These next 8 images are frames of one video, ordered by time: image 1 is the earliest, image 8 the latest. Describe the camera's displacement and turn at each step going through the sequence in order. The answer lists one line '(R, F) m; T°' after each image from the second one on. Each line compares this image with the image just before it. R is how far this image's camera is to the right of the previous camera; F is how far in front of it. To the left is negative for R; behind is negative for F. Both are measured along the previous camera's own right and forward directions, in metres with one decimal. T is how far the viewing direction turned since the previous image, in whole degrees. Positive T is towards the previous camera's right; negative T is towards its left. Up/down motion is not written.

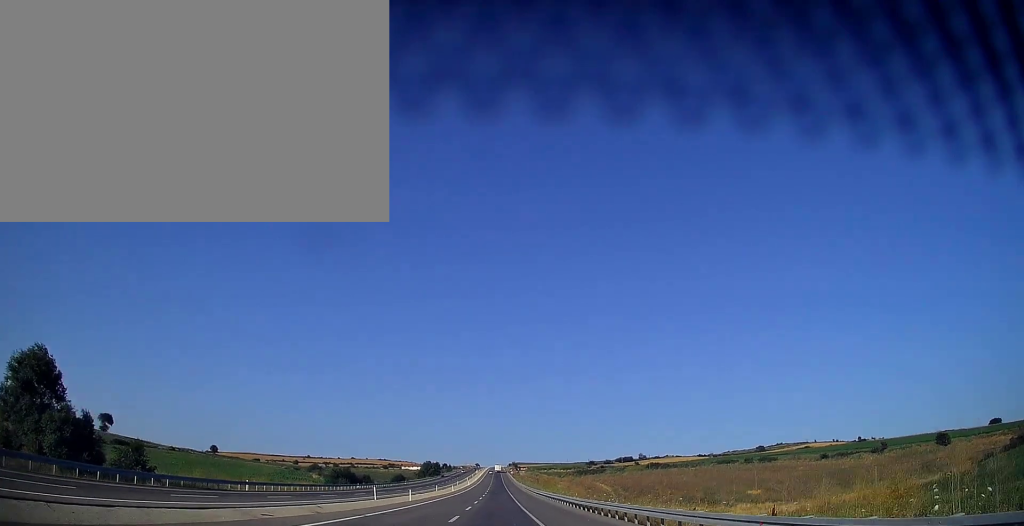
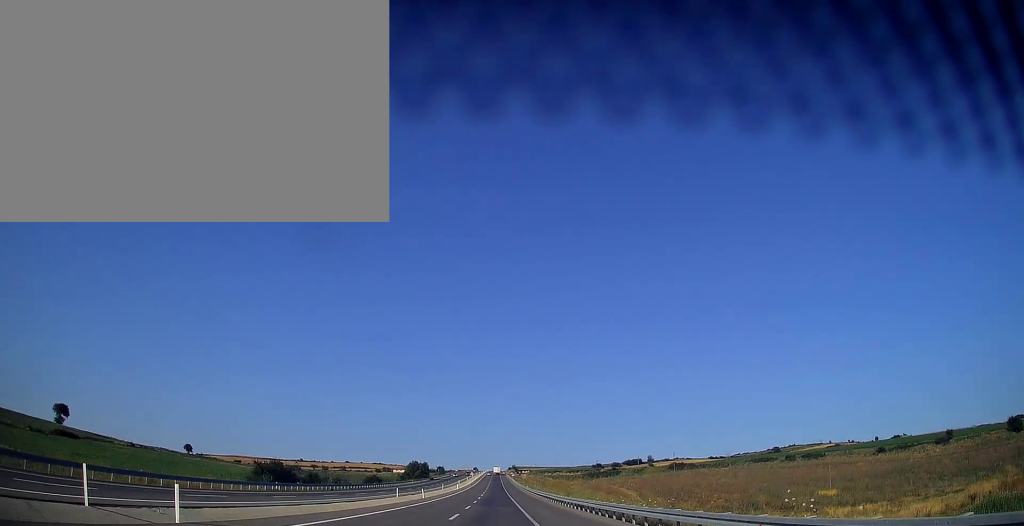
(0.0, +35.2) m; 0°
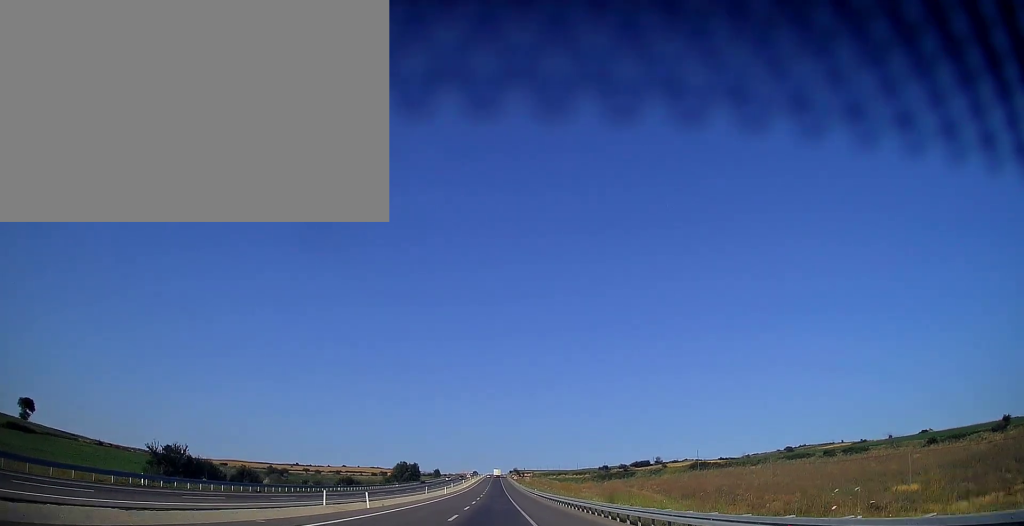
(0.0, +25.3) m; 0°
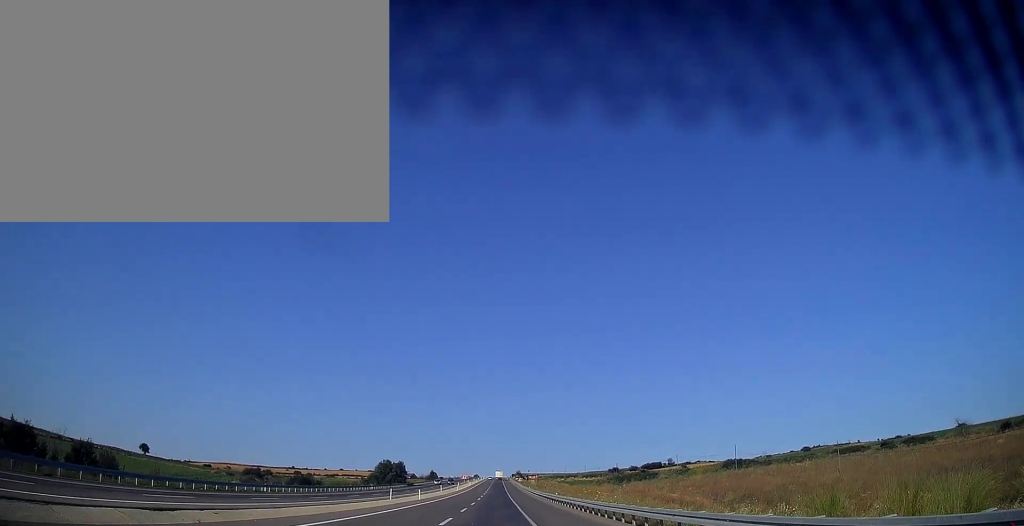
(+0.2, +29.1) m; 0°
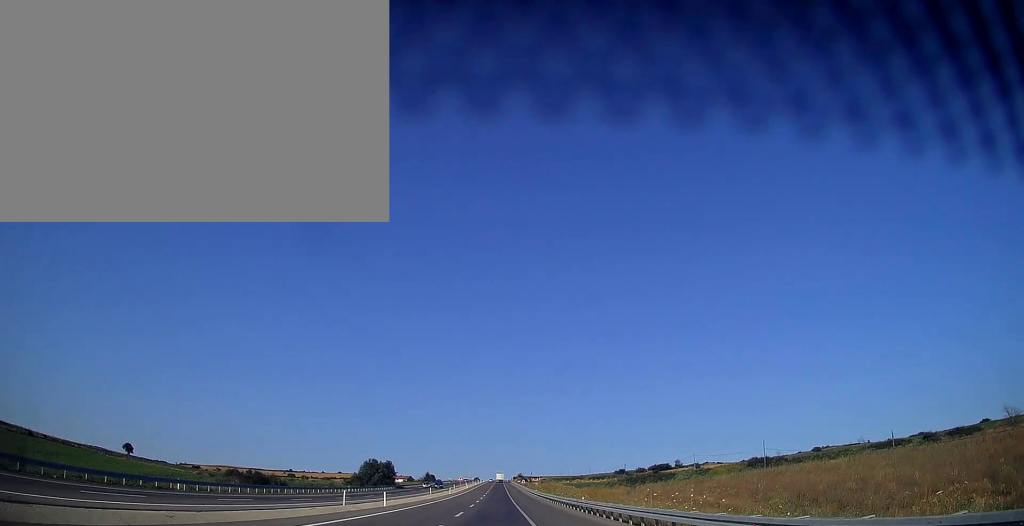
(+0.1, +17.4) m; 0°
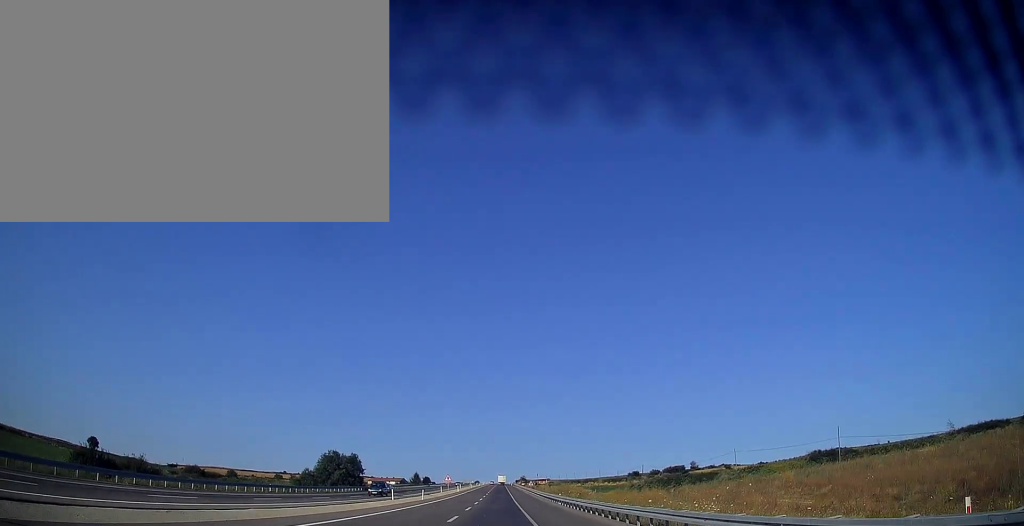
(-0.4, +33.9) m; -1°
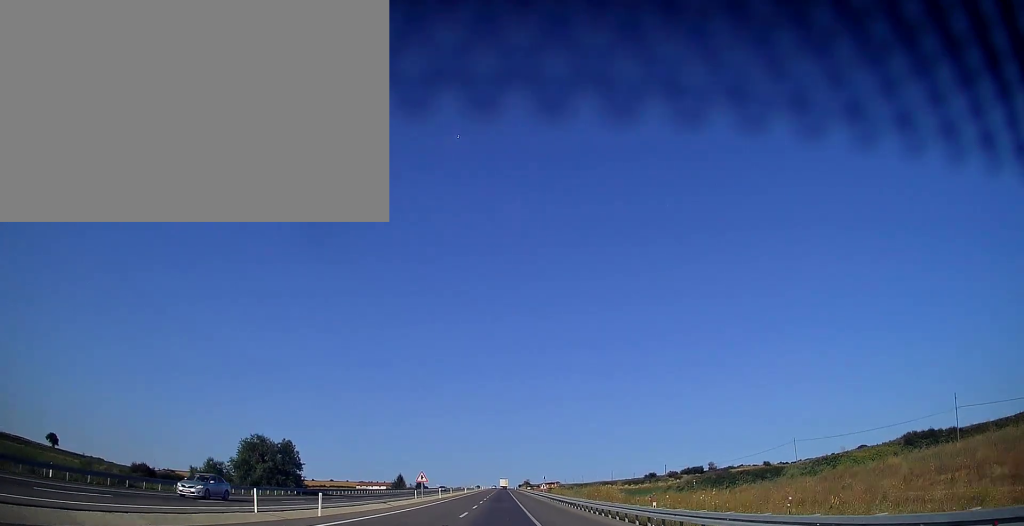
(+0.1, +33.0) m; 0°
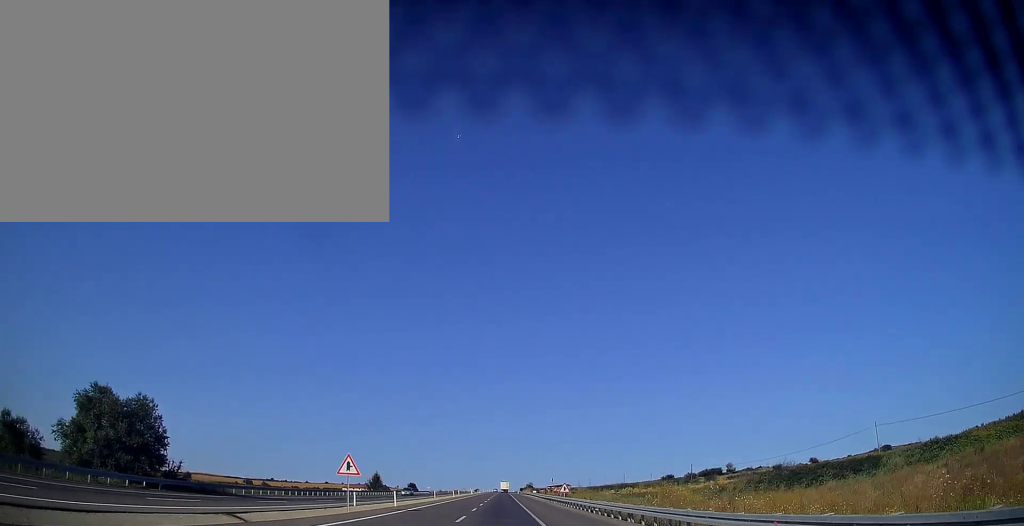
(0.0, +29.1) m; 0°
